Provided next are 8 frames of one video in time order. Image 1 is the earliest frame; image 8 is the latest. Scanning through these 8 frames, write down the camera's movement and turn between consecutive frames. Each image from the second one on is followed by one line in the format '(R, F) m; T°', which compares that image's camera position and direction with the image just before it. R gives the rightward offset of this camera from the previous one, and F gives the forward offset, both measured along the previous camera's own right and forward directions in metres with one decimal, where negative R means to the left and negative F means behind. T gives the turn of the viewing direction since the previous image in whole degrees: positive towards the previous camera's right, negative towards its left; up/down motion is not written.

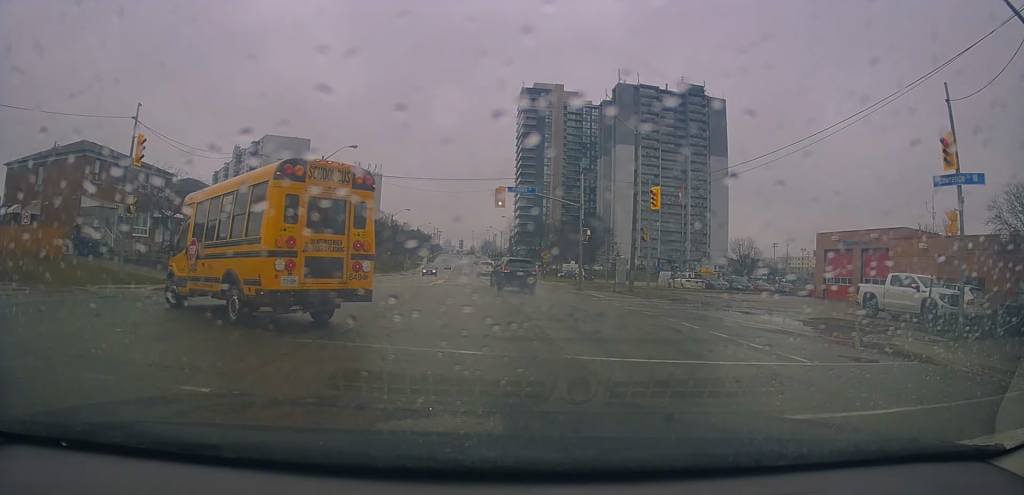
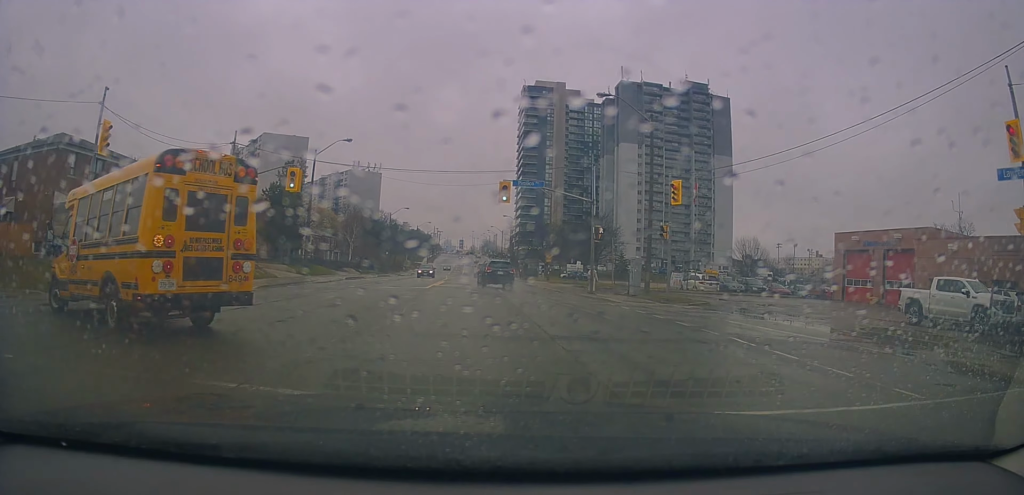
(+0.2, +2.7) m; -1°
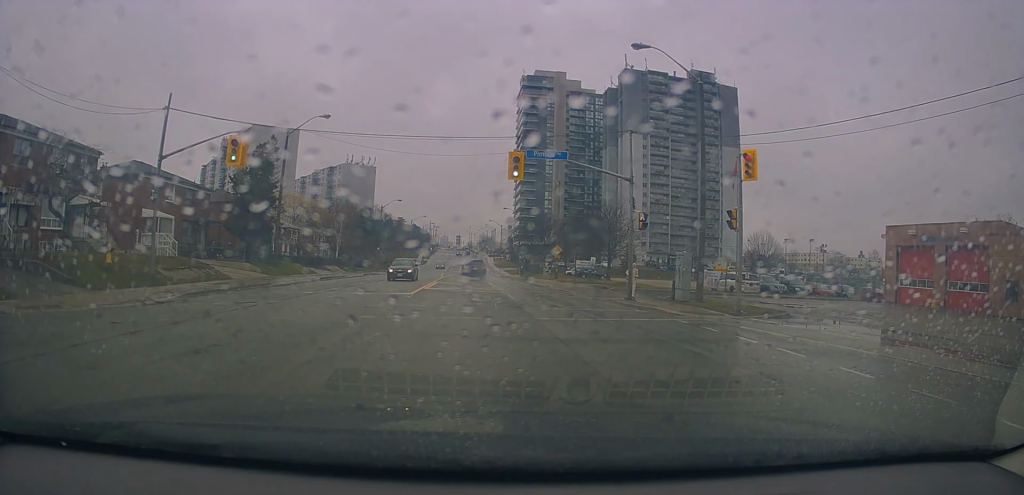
(-0.2, +6.7) m; -6°
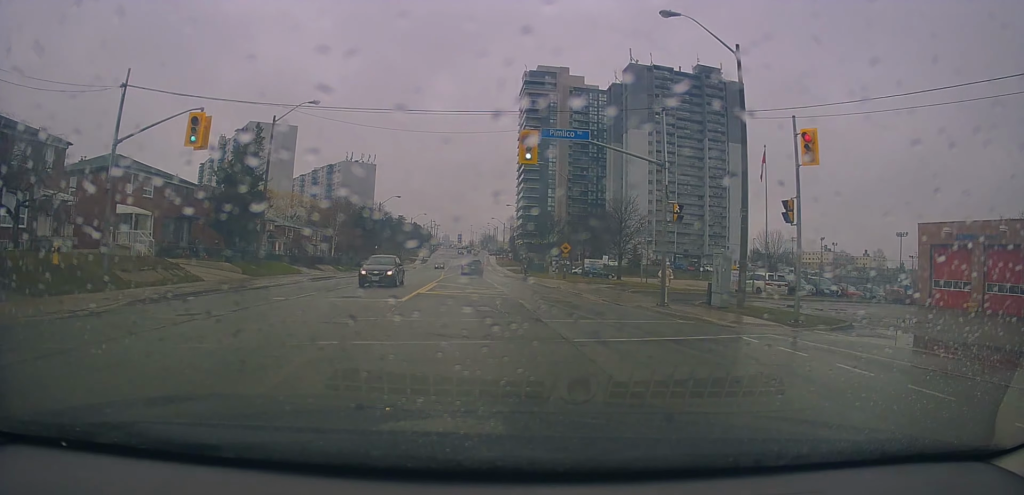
(-0.1, +3.4) m; -4°
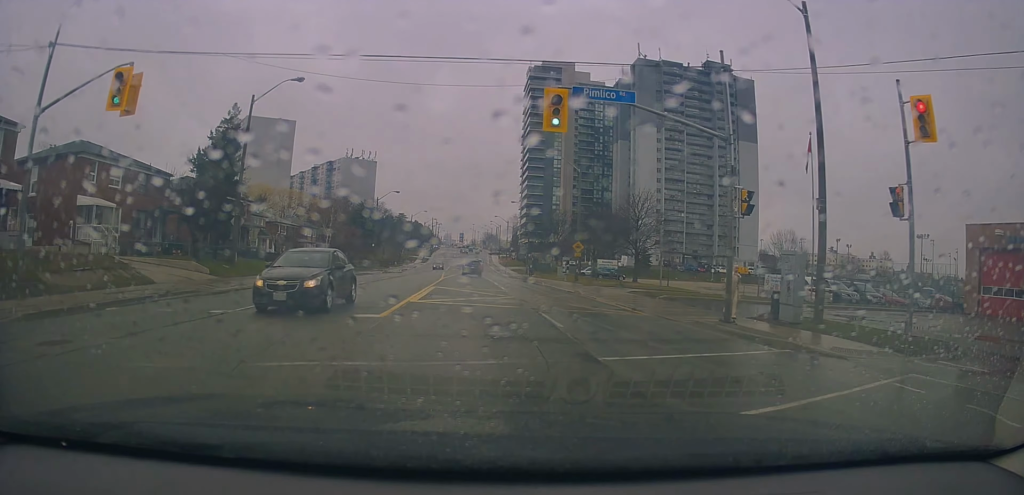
(-0.2, +4.6) m; +1°
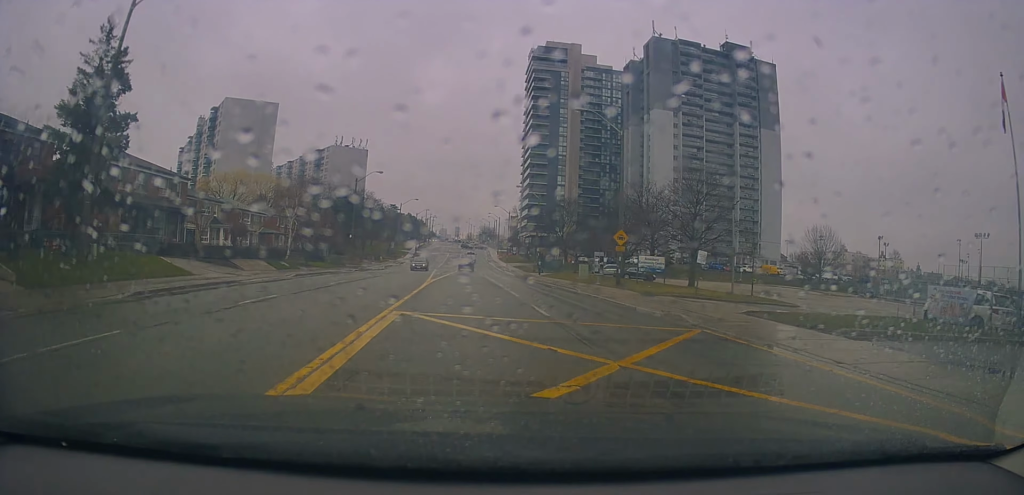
(+0.6, +13.7) m; +4°
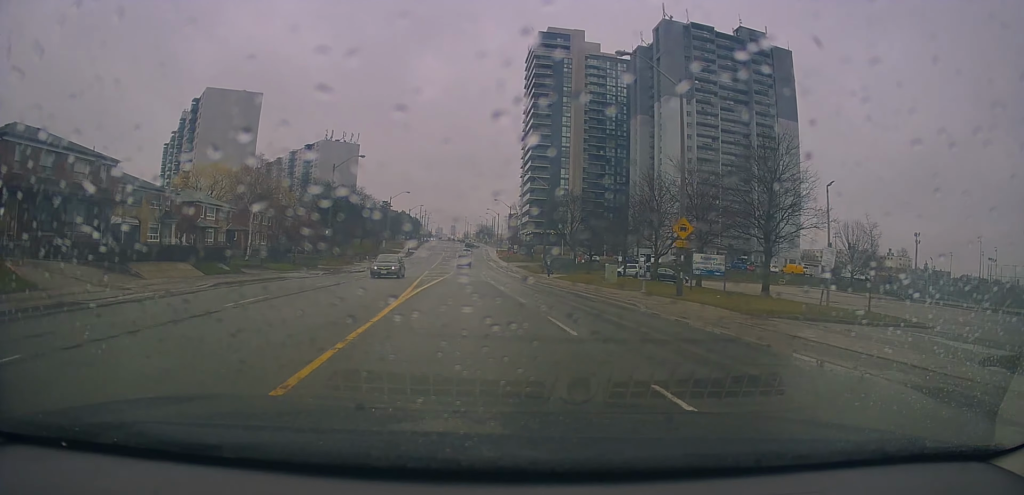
(-0.1, +10.8) m; -1°
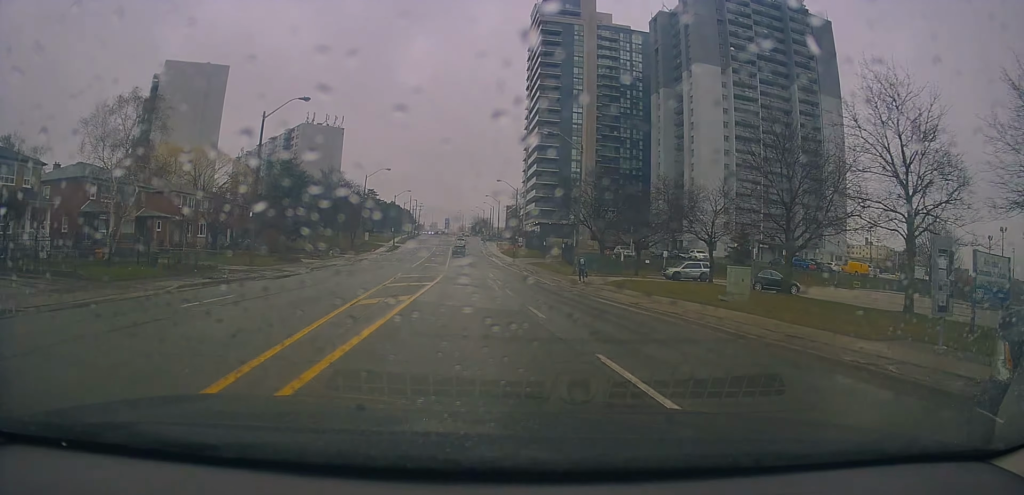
(0.0, +20.2) m; 0°
